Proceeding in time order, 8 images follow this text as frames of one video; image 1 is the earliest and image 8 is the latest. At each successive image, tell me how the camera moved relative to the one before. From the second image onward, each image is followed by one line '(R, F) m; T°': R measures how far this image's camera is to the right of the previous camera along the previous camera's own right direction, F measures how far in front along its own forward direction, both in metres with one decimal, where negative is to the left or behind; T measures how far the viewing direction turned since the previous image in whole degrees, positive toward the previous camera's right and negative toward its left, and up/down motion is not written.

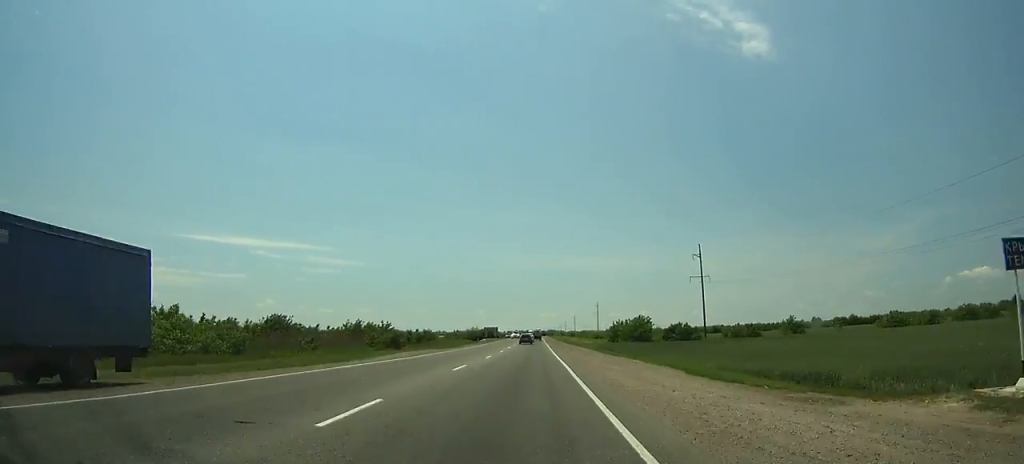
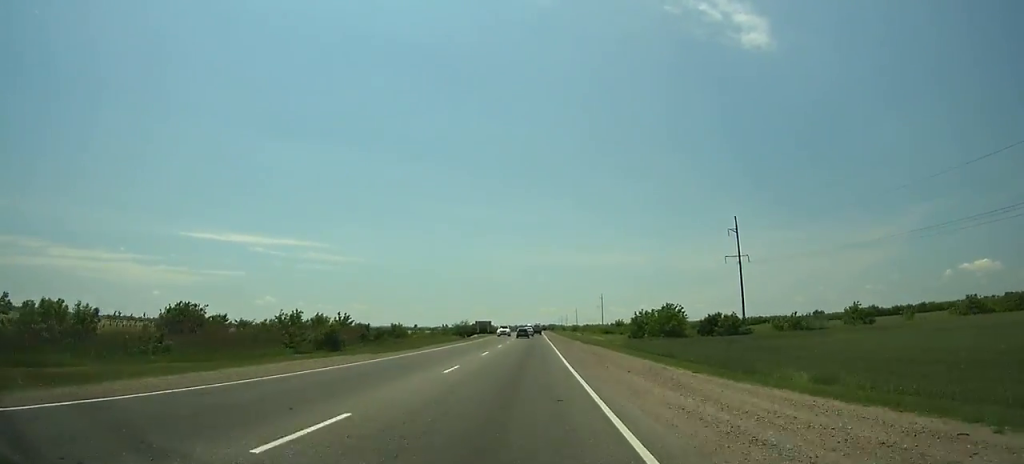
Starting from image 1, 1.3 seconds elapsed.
(0.0, +26.8) m; 0°
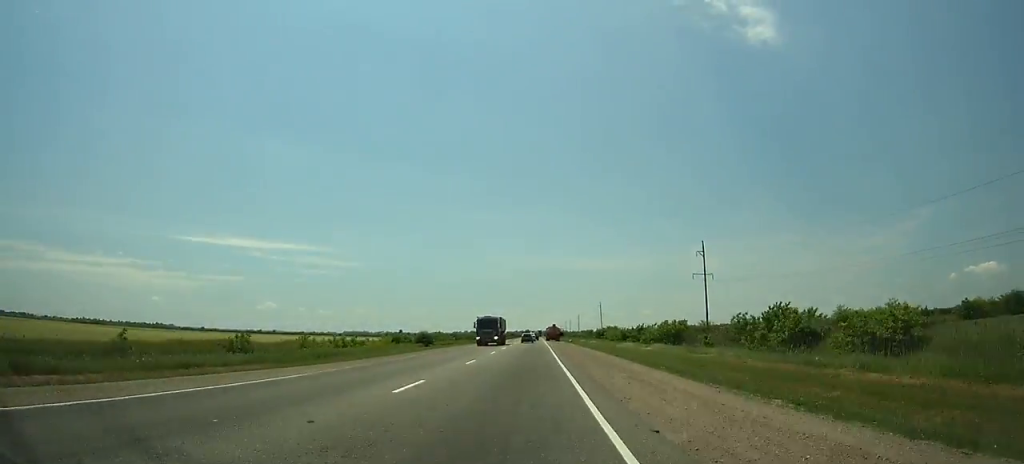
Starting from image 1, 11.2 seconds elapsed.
(+0.2, +211.2) m; 0°
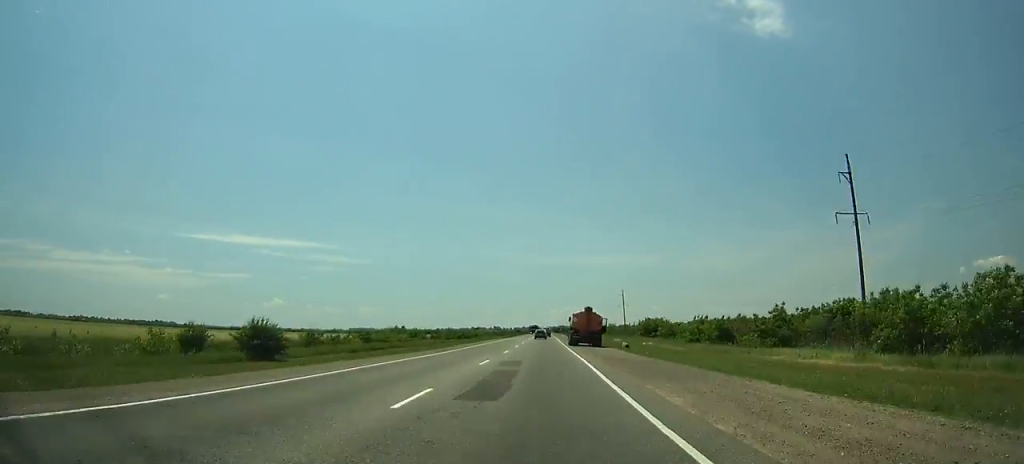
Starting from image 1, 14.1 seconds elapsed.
(0.0, +64.3) m; 0°
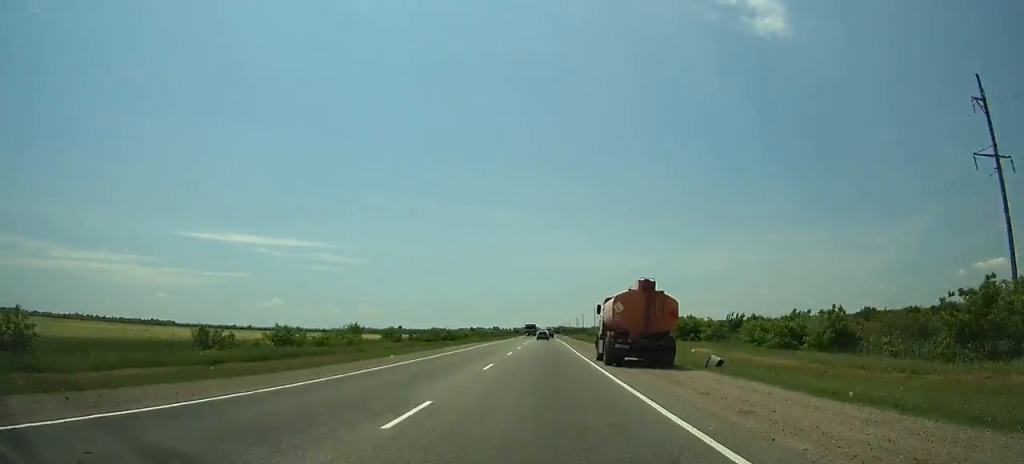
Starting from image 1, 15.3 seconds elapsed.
(-0.1, +26.9) m; 0°
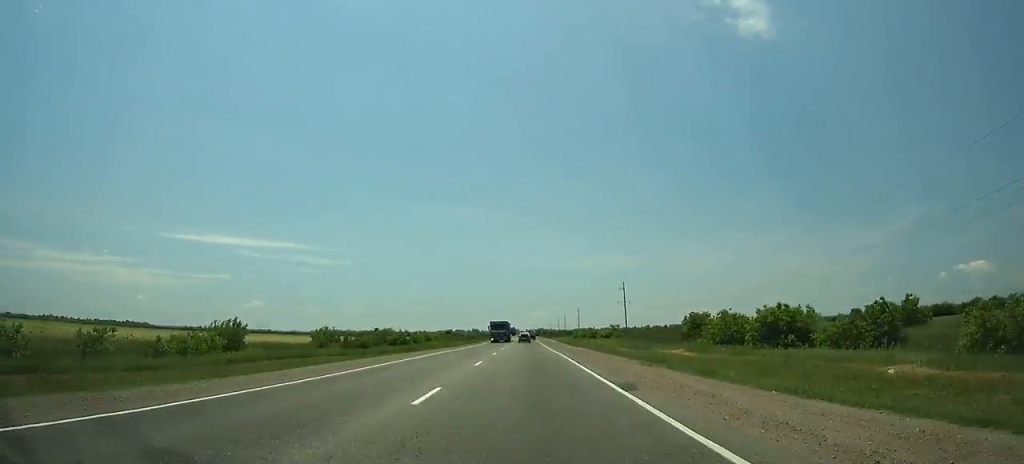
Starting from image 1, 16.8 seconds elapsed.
(+0.3, +33.9) m; 0°
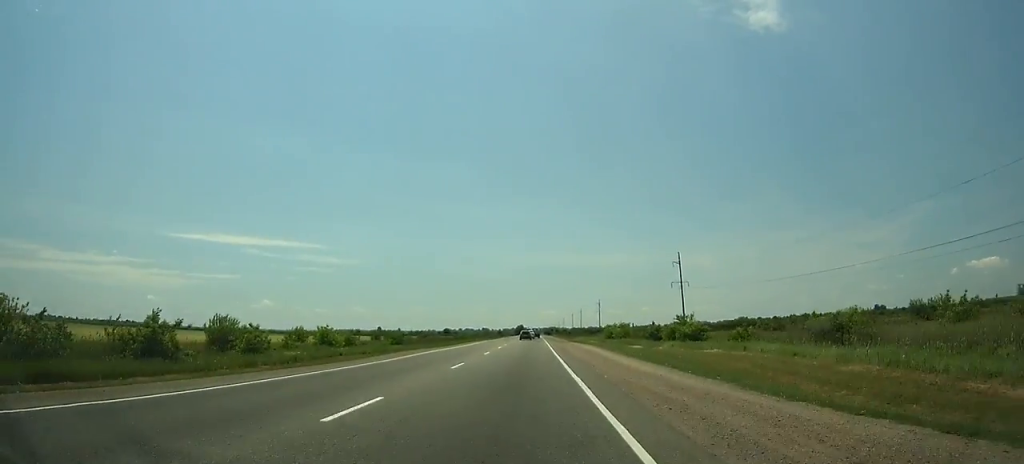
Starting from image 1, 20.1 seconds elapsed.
(+0.2, +75.2) m; 0°
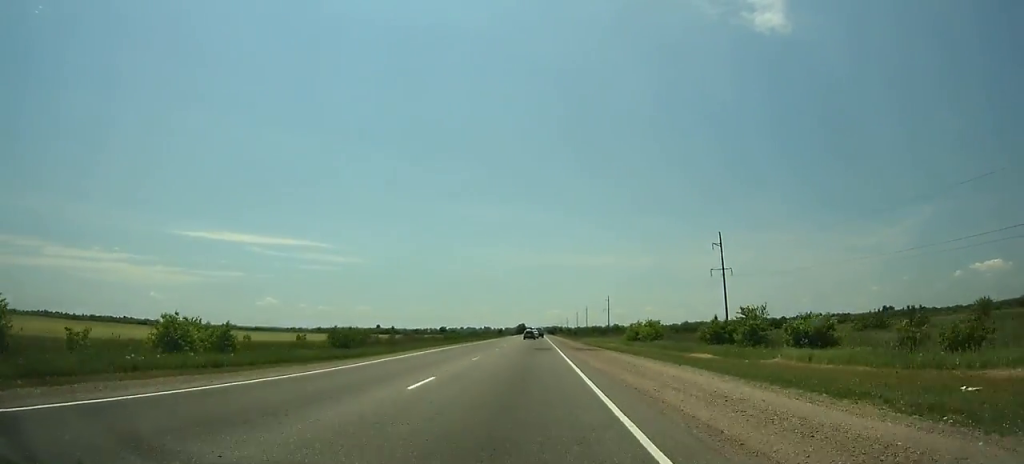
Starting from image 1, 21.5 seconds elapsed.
(0.0, +32.1) m; 0°
